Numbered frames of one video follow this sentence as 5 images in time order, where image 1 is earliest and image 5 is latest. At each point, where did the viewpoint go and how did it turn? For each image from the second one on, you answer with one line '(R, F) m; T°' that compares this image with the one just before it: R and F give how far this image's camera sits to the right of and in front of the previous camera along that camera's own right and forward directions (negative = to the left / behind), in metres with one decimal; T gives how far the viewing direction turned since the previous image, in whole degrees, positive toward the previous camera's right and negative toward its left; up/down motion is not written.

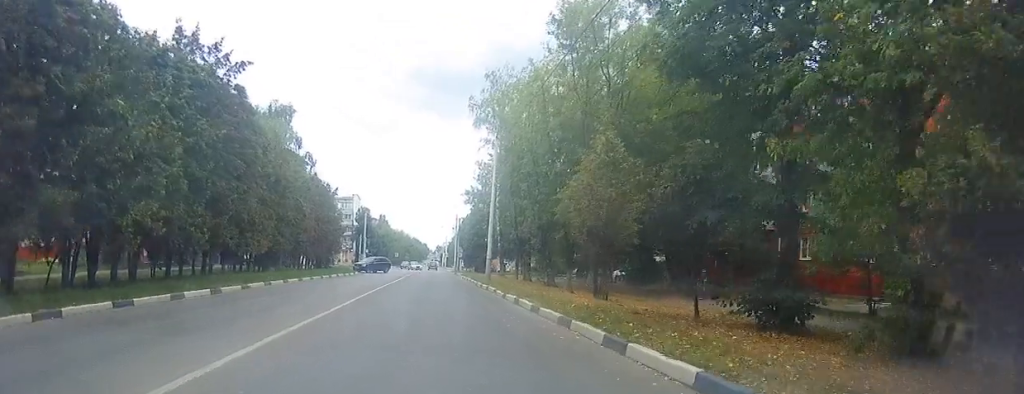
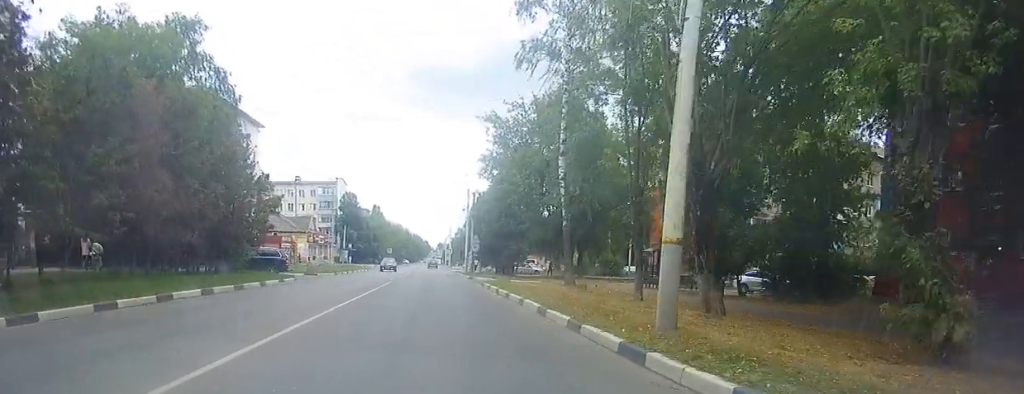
(-0.2, +25.7) m; +2°
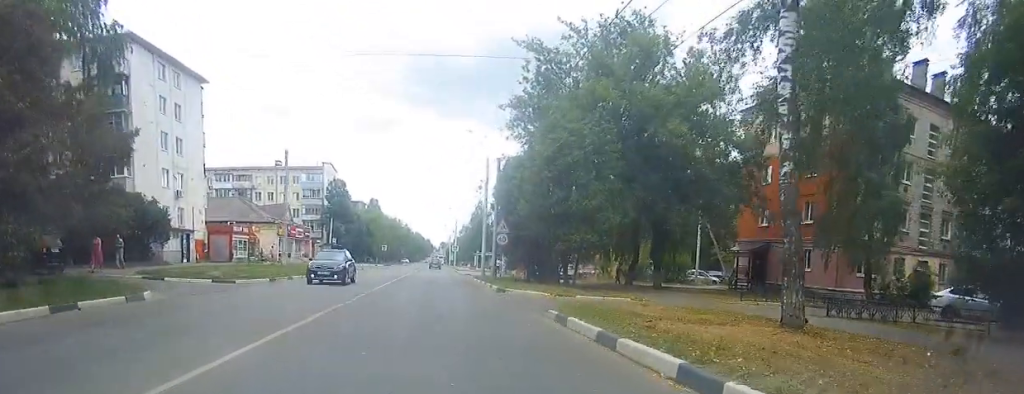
(-0.1, +16.7) m; -5°
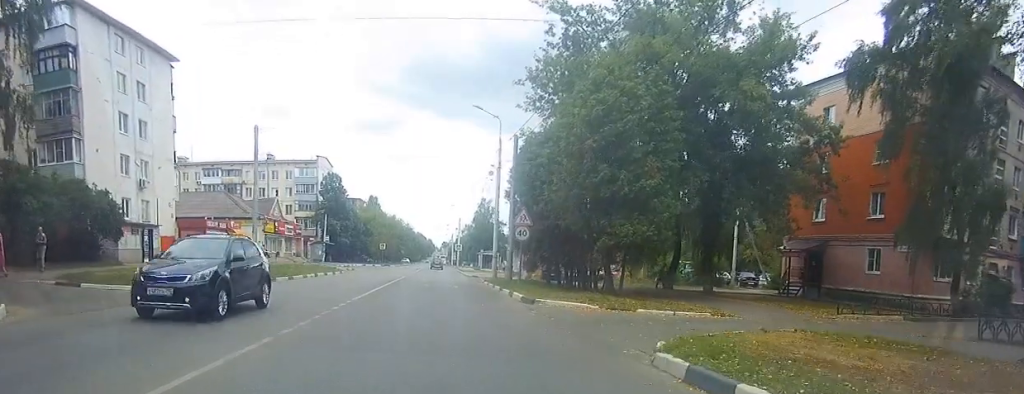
(-0.4, +6.3) m; -2°
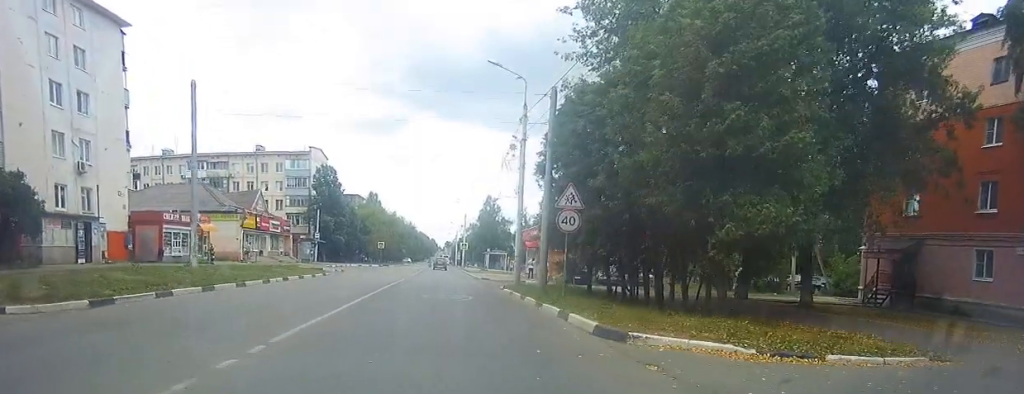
(-0.1, +7.8) m; 0°
